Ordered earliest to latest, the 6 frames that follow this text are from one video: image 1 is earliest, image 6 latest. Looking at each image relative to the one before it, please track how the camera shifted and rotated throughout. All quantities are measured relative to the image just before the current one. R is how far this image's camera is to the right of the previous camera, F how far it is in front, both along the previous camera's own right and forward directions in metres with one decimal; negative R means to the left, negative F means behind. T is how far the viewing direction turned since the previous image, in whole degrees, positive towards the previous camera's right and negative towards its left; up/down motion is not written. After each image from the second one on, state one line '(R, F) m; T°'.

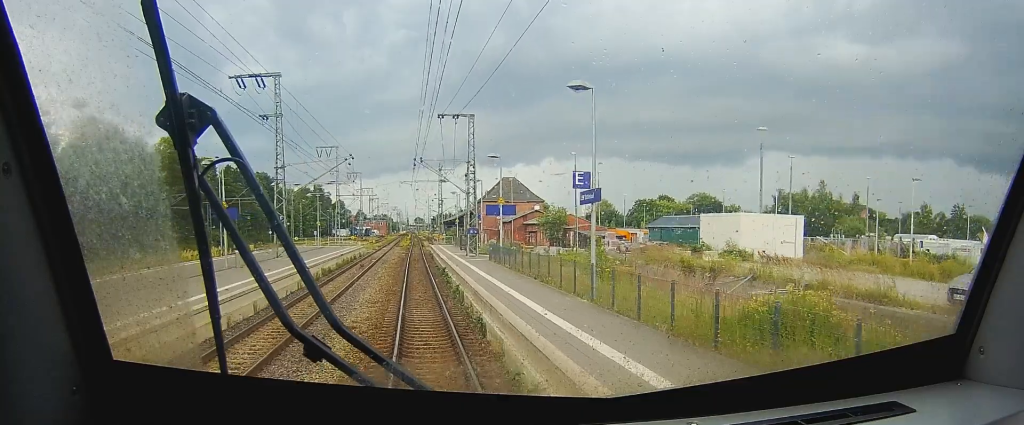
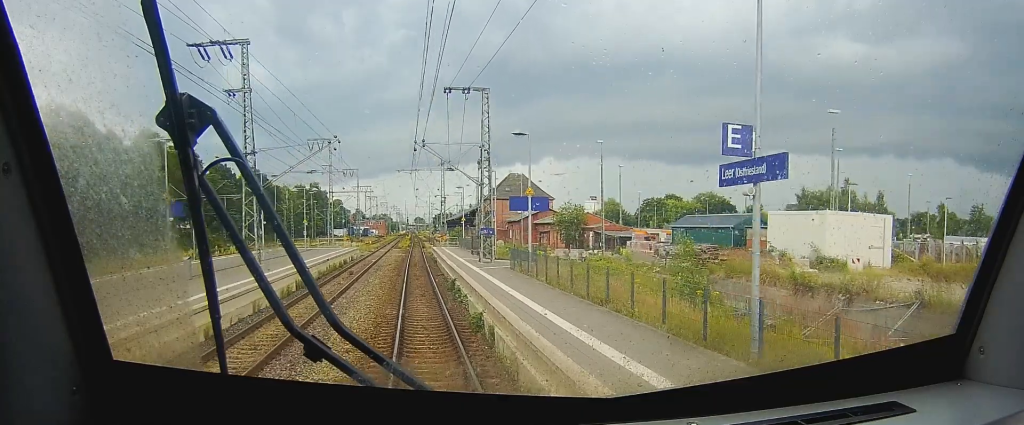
(+0.1, +9.4) m; +1°
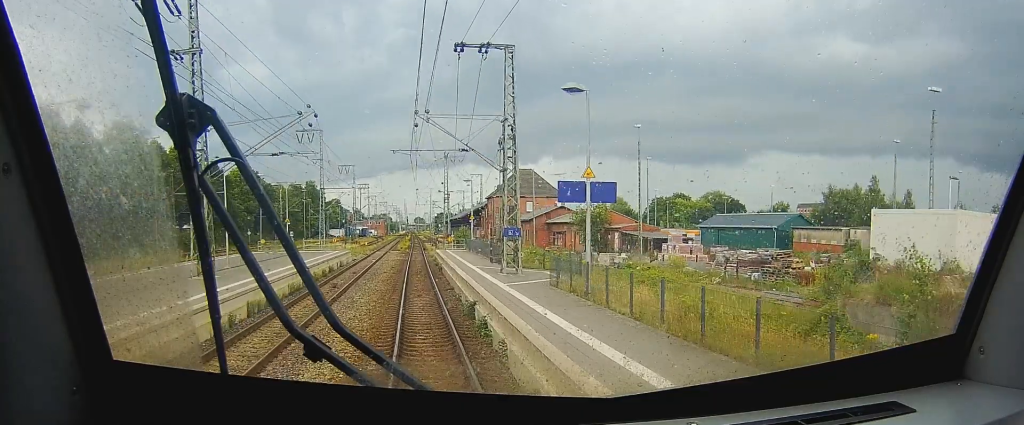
(+0.1, +9.9) m; 0°
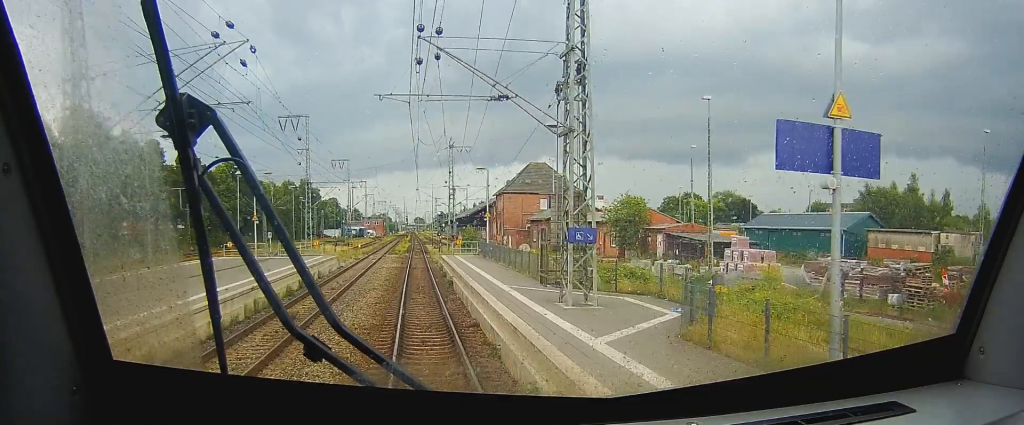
(-0.1, +12.5) m; -1°
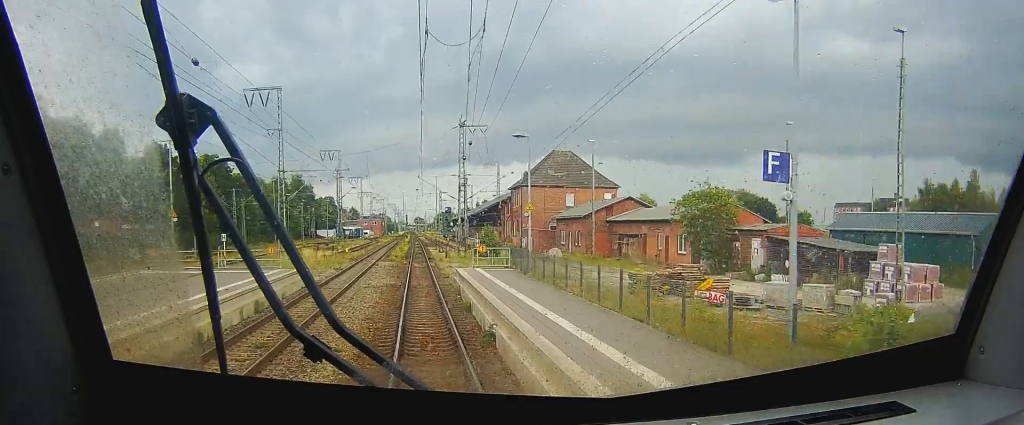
(0.0, +18.0) m; +1°
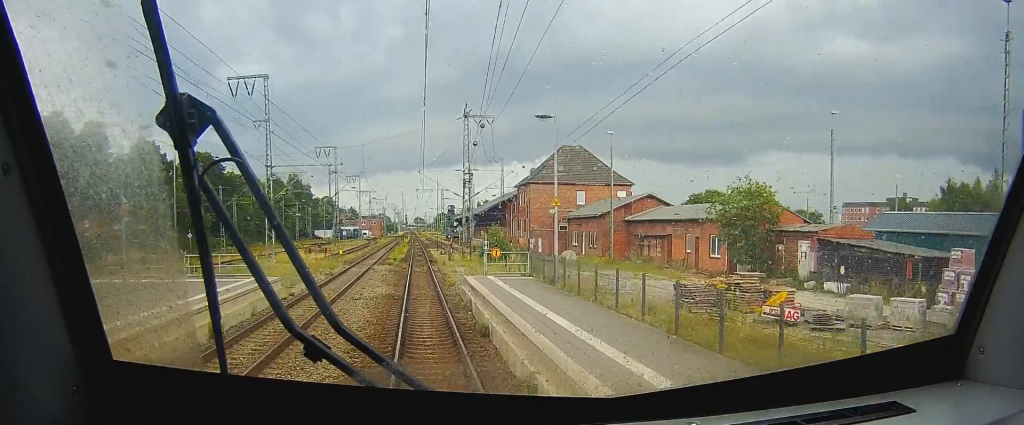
(+0.1, +6.3) m; 0°
